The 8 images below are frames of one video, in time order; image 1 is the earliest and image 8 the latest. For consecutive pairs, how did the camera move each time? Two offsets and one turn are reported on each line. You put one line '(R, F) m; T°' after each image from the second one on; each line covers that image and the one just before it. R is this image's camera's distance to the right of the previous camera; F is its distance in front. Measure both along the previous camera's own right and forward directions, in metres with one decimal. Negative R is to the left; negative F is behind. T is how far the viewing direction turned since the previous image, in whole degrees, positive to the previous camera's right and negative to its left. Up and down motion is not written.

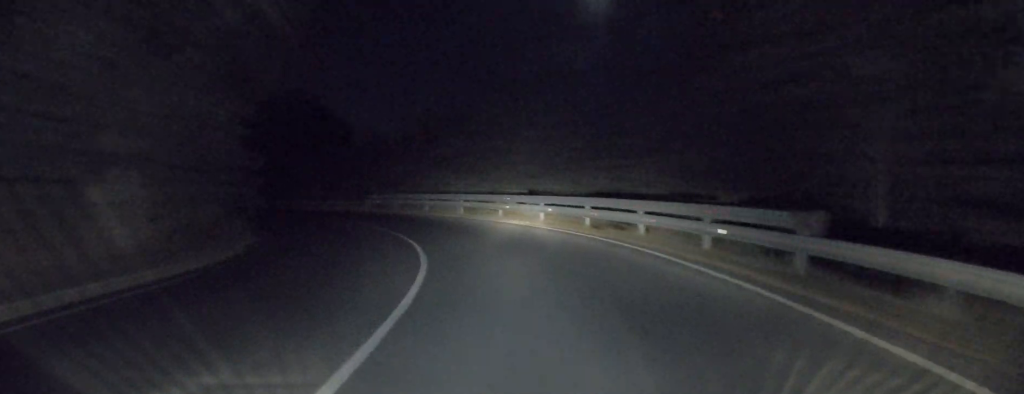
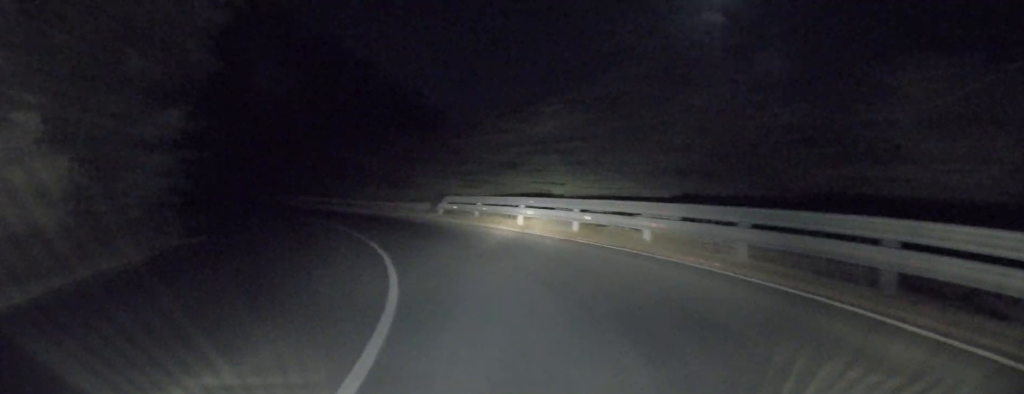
(-1.0, +13.3) m; -12°
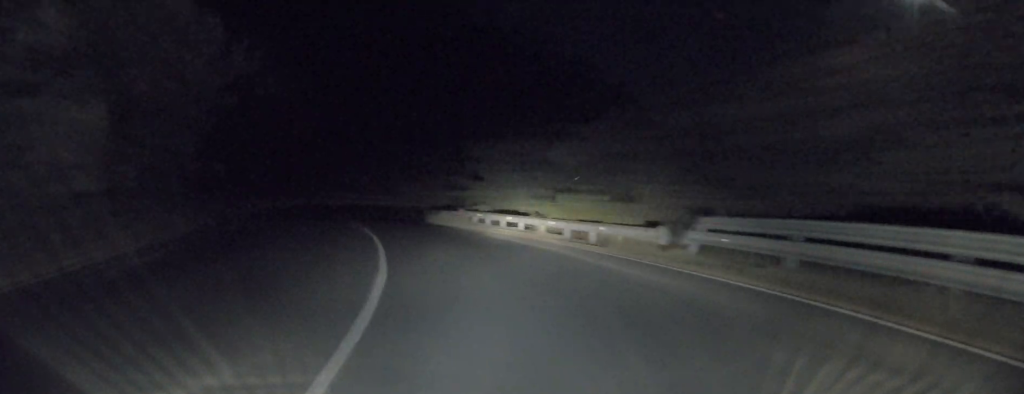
(-2.4, +15.5) m; -15°
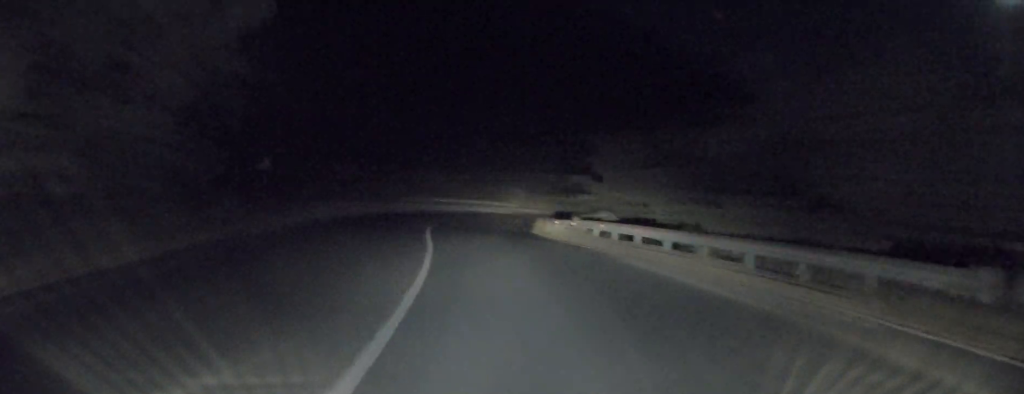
(-0.3, +8.0) m; -6°
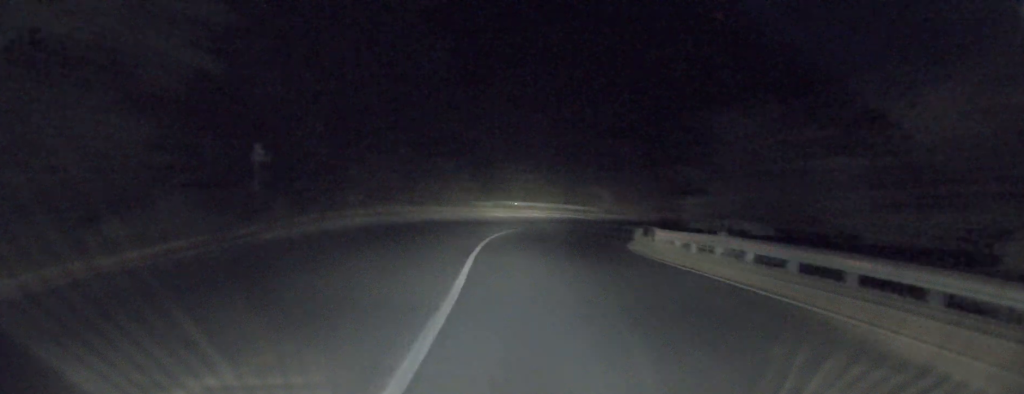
(-0.7, +8.7) m; -4°
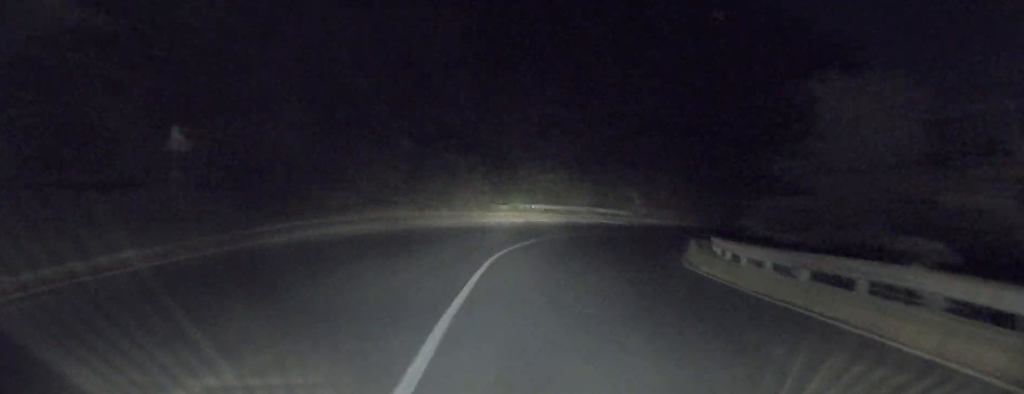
(-0.1, +6.1) m; 0°
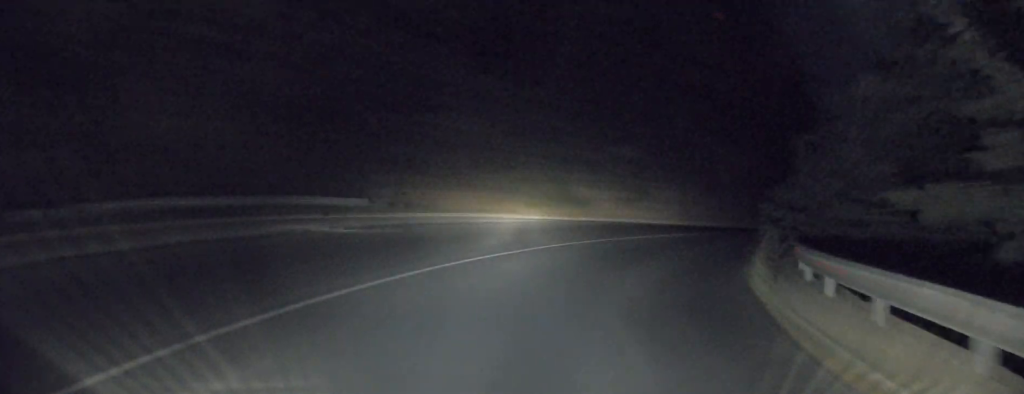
(+2.4, +23.8) m; +18°
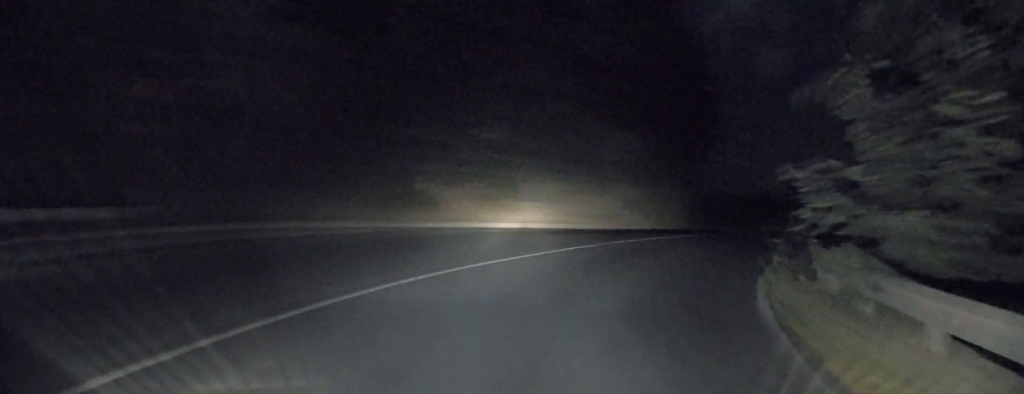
(+0.3, +7.5) m; +10°
